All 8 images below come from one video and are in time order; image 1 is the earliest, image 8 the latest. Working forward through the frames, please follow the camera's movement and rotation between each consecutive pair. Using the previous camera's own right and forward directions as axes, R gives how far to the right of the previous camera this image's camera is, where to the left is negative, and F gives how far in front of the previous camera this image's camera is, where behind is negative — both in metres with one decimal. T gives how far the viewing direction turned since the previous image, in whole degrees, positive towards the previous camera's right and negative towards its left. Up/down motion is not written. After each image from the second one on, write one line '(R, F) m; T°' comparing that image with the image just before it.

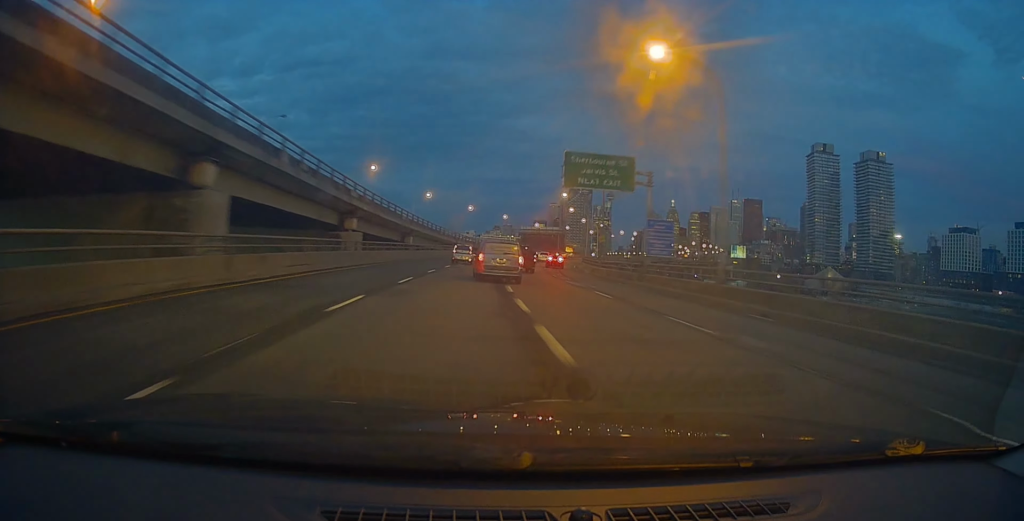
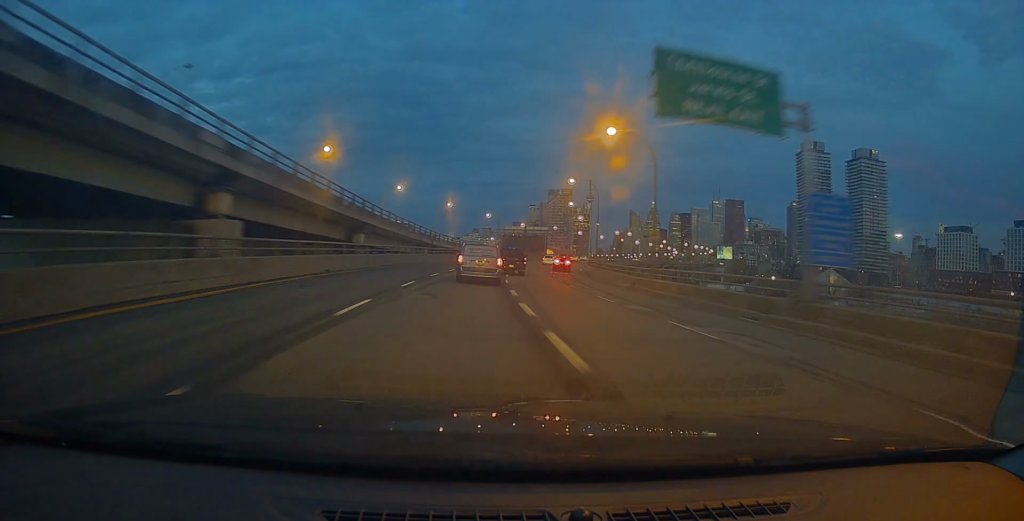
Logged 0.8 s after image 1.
(+0.2, +17.9) m; +2°
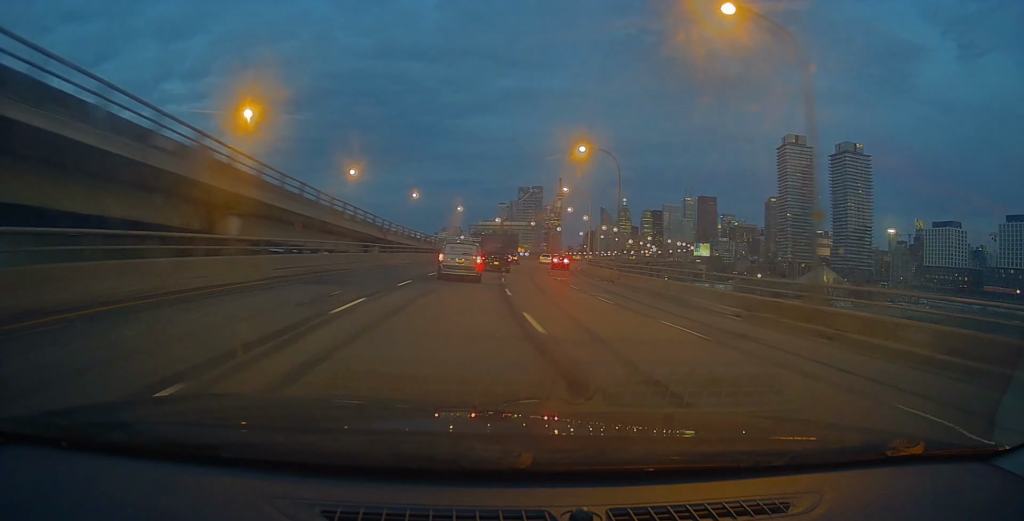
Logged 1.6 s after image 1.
(+0.3, +17.8) m; +3°
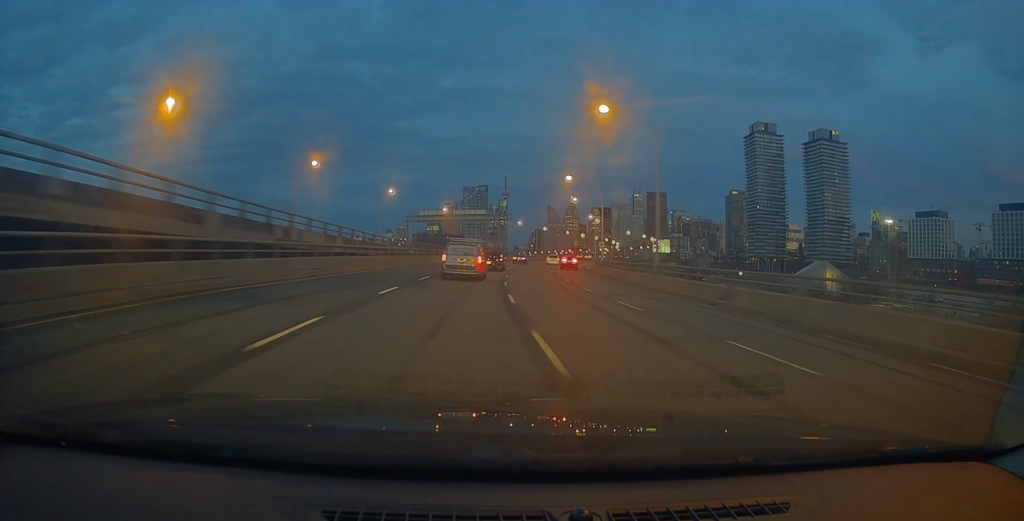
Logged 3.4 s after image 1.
(+2.5, +39.2) m; +7°
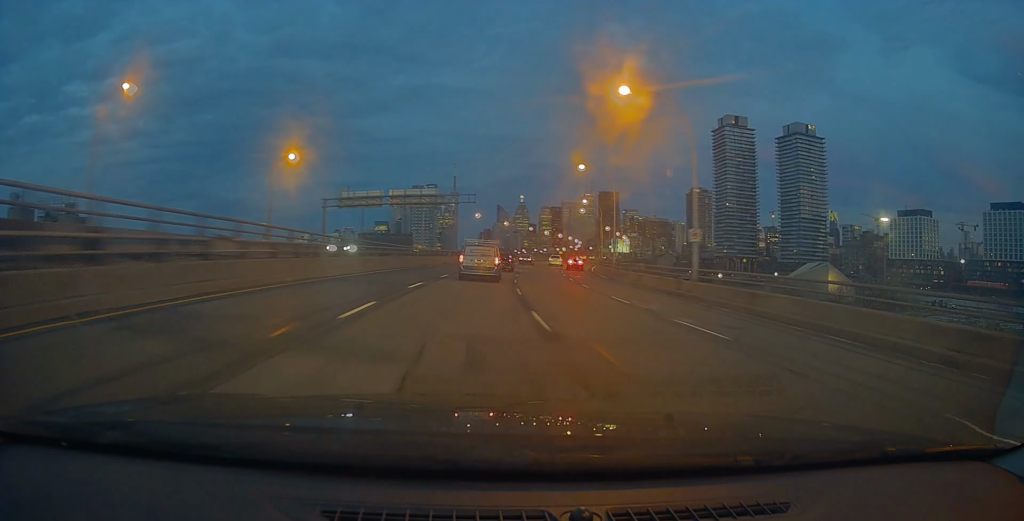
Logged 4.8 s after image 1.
(+1.4, +32.1) m; +5°
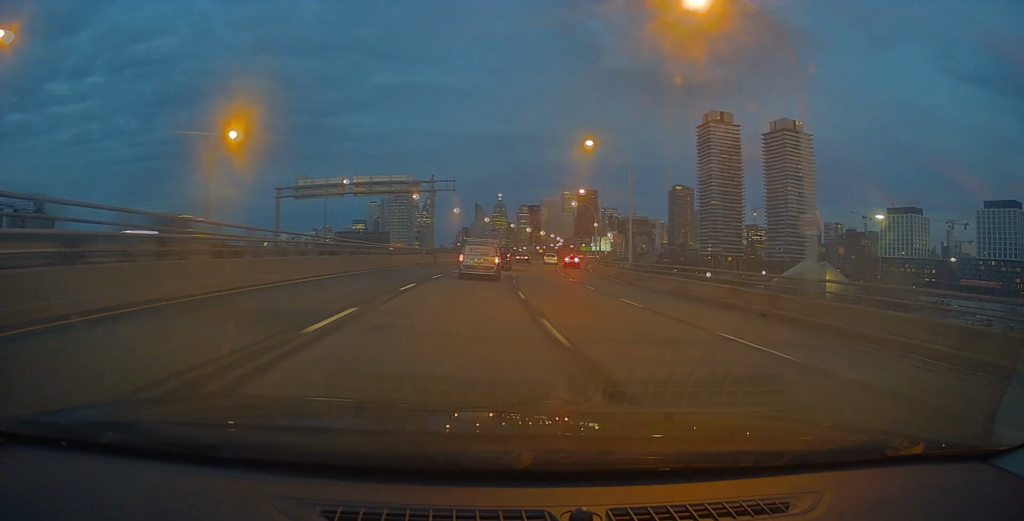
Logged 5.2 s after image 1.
(+0.2, +10.9) m; +1°
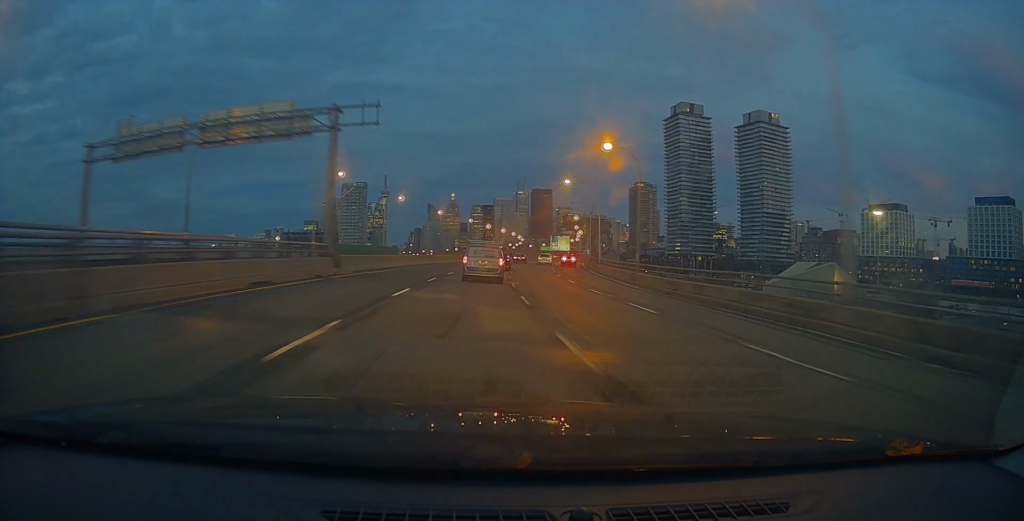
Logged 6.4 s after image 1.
(+0.6, +28.0) m; +4°
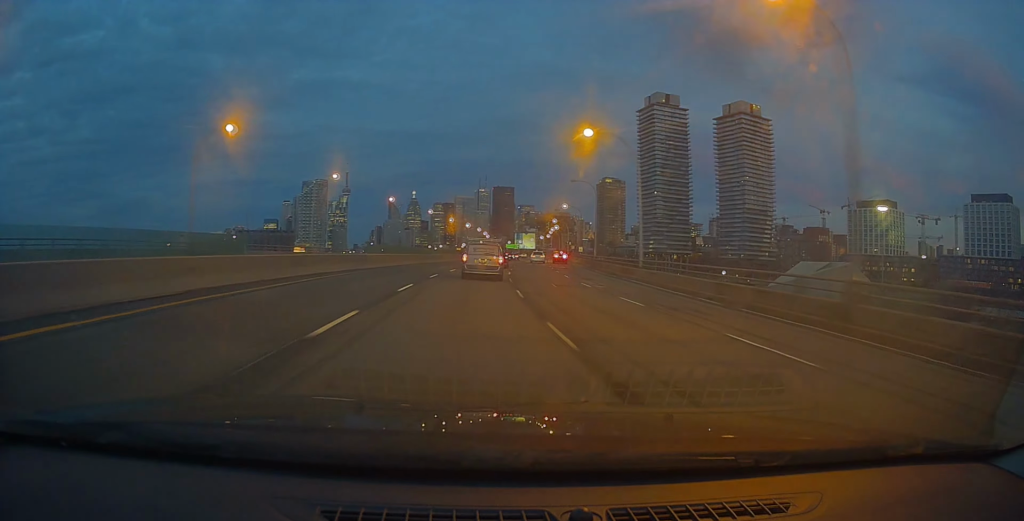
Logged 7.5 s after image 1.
(+1.2, +24.8) m; +5°
